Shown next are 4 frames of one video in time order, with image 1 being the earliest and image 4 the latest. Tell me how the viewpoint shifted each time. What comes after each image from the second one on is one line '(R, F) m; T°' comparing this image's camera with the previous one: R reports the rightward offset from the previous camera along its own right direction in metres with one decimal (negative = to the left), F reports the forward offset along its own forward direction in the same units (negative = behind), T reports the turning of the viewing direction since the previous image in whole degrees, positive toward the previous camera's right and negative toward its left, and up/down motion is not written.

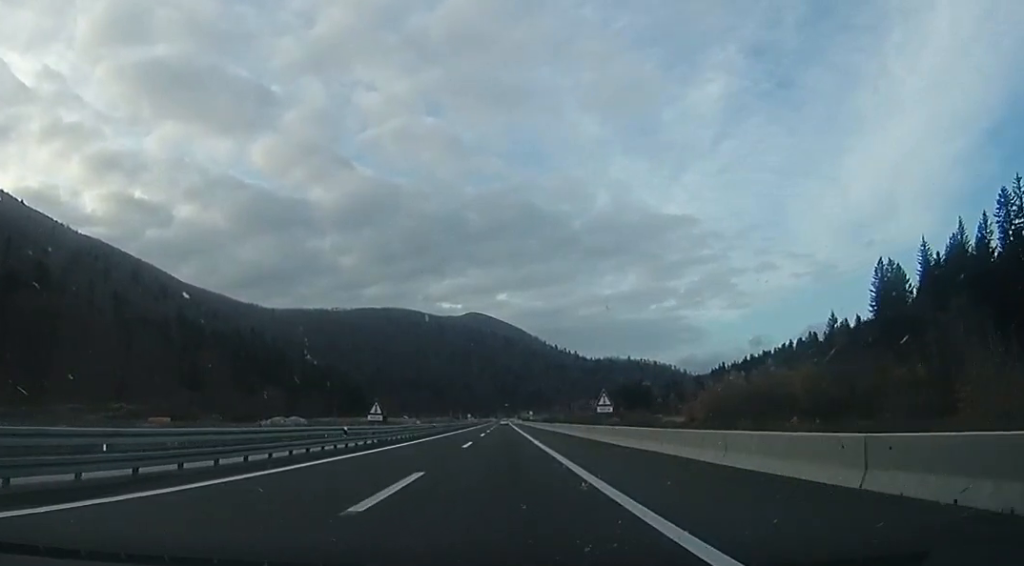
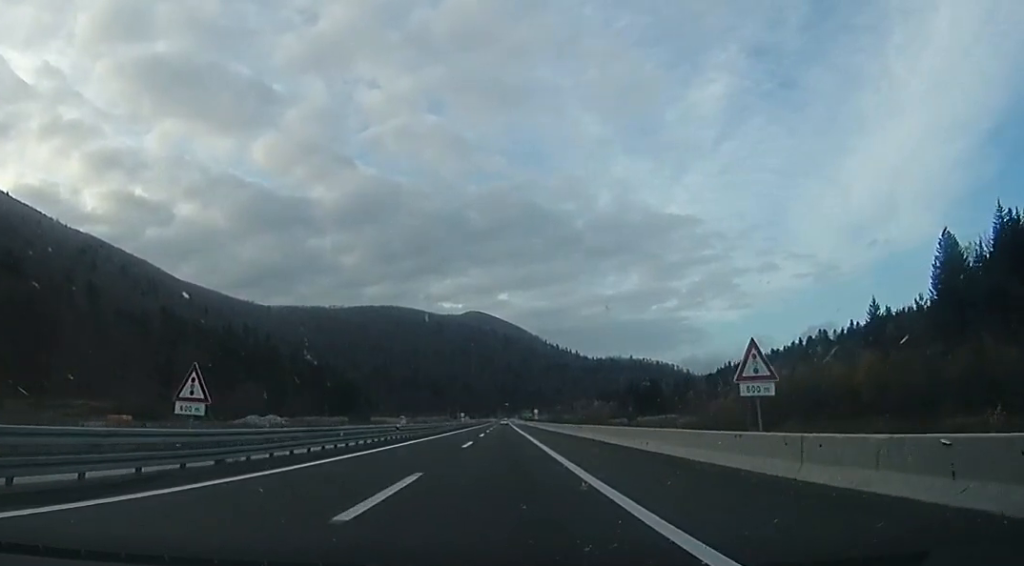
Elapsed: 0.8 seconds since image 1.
(+0.3, +21.8) m; +1°
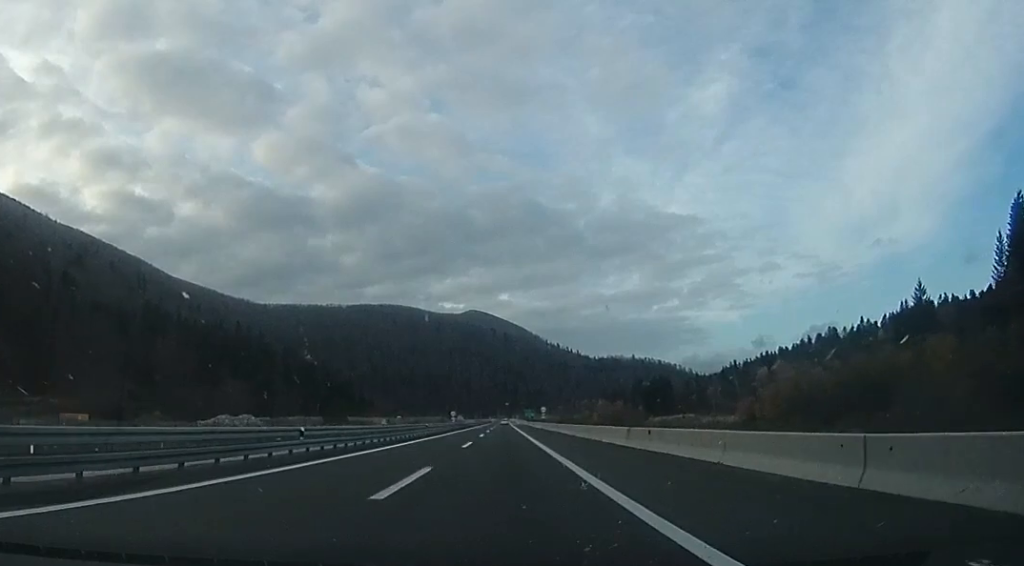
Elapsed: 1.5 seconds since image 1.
(+0.3, +20.0) m; +1°
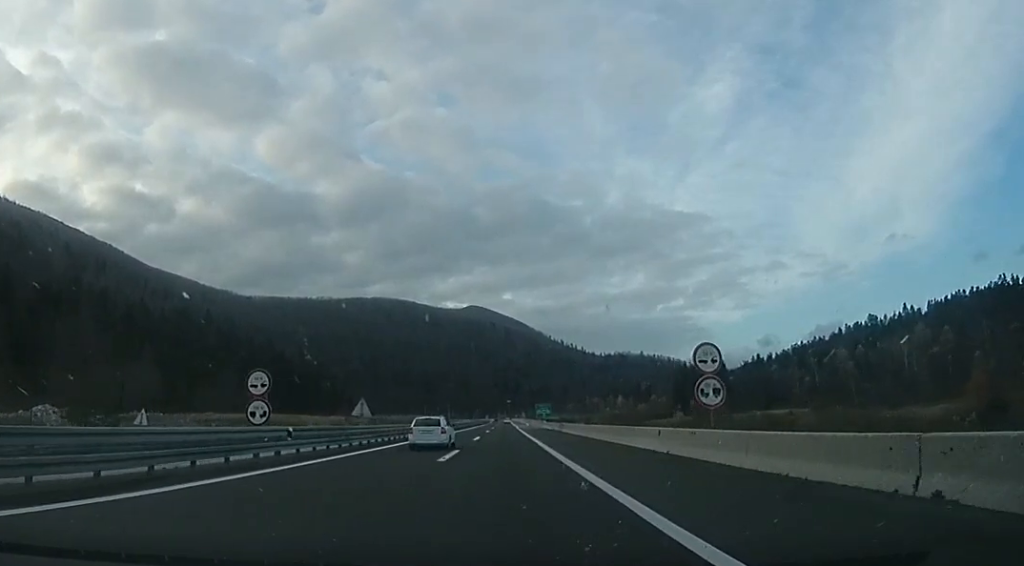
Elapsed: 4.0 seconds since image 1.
(-2.6, +73.7) m; -3°
